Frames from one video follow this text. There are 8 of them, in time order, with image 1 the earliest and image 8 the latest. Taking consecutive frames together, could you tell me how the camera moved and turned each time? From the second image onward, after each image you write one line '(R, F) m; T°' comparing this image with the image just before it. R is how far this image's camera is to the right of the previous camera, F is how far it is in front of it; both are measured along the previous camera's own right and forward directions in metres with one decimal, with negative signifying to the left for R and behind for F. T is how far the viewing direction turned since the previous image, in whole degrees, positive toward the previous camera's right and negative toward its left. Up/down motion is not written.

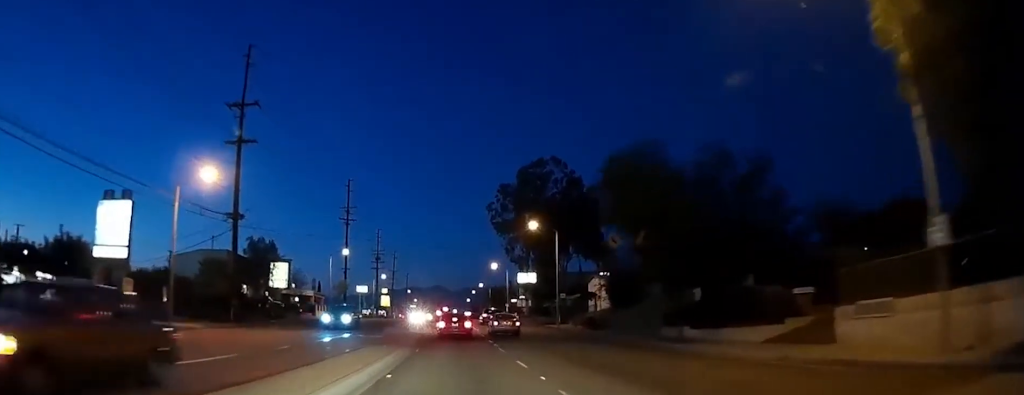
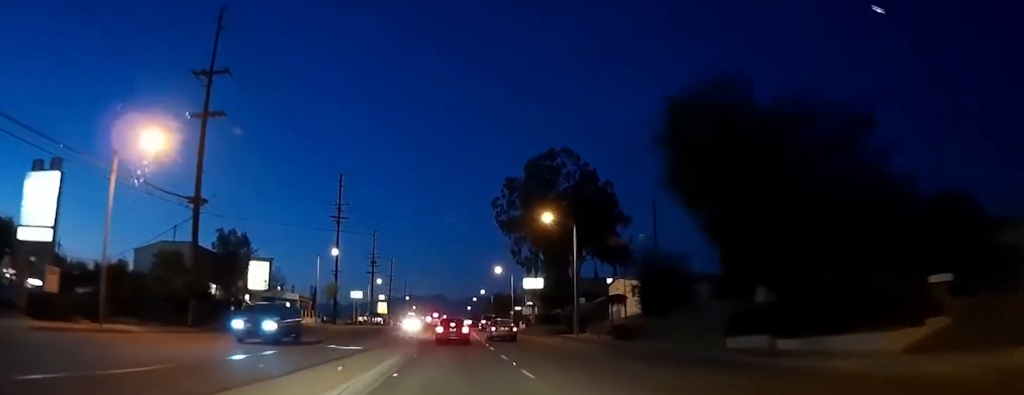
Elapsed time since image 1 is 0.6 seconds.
(0.0, +8.3) m; 0°
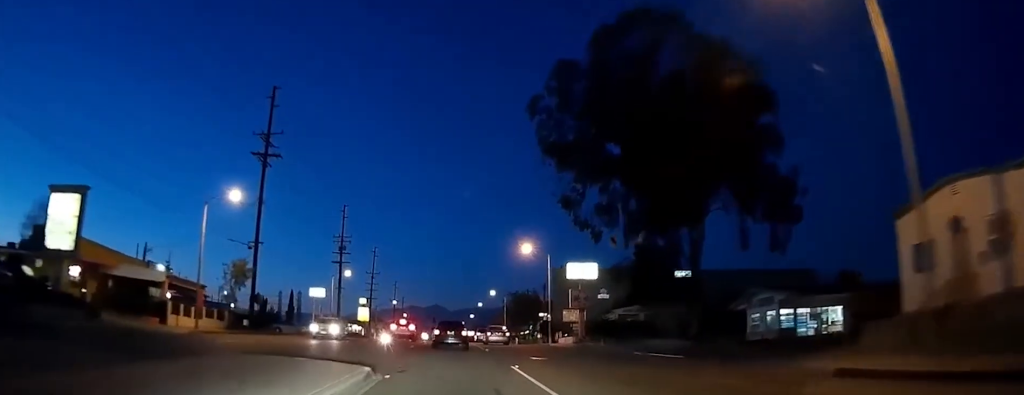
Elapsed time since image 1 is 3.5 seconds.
(0.0, +38.8) m; 0°
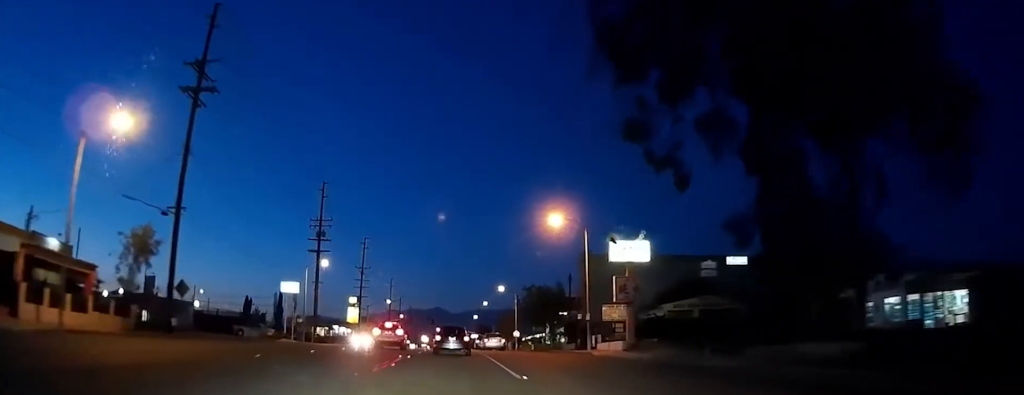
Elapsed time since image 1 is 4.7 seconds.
(0.0, +17.2) m; 0°
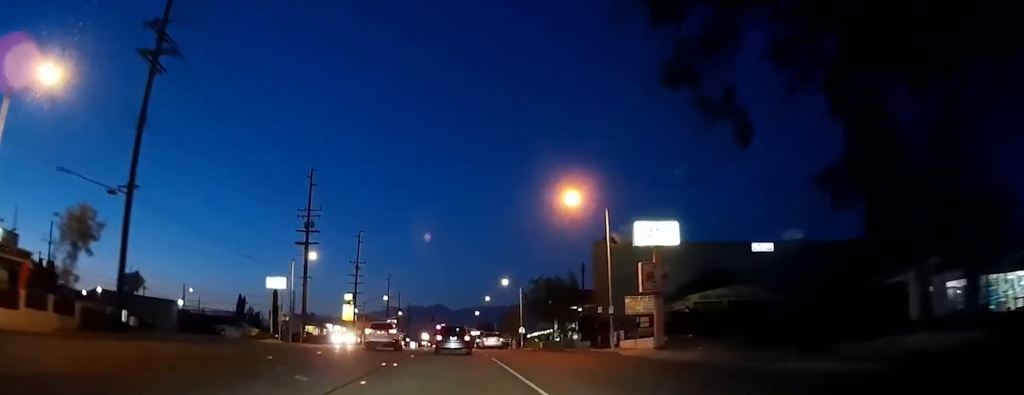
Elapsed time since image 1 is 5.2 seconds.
(0.0, +6.3) m; 0°
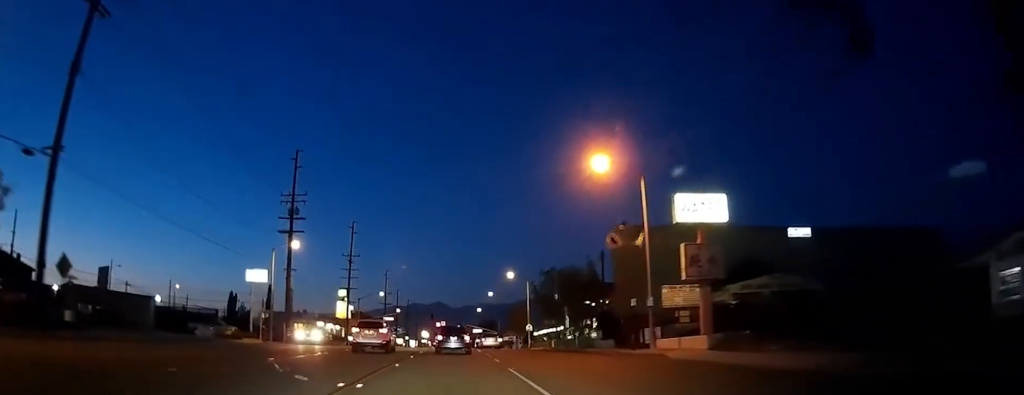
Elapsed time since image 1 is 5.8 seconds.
(0.0, +7.9) m; 0°
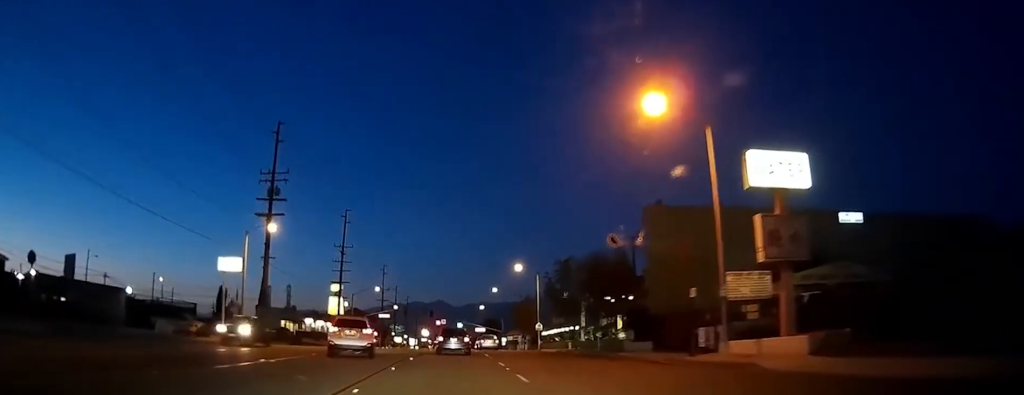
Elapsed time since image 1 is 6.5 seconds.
(0.0, +8.6) m; 0°
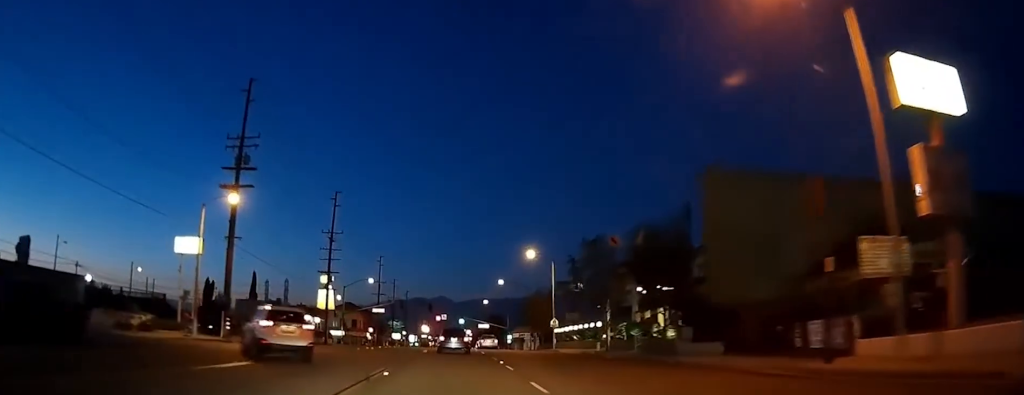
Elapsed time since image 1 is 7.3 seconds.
(0.0, +10.3) m; 0°
